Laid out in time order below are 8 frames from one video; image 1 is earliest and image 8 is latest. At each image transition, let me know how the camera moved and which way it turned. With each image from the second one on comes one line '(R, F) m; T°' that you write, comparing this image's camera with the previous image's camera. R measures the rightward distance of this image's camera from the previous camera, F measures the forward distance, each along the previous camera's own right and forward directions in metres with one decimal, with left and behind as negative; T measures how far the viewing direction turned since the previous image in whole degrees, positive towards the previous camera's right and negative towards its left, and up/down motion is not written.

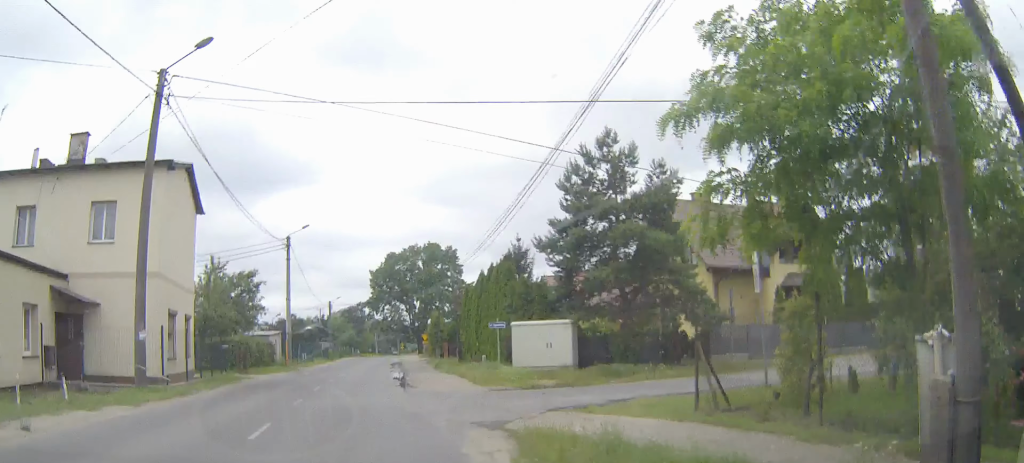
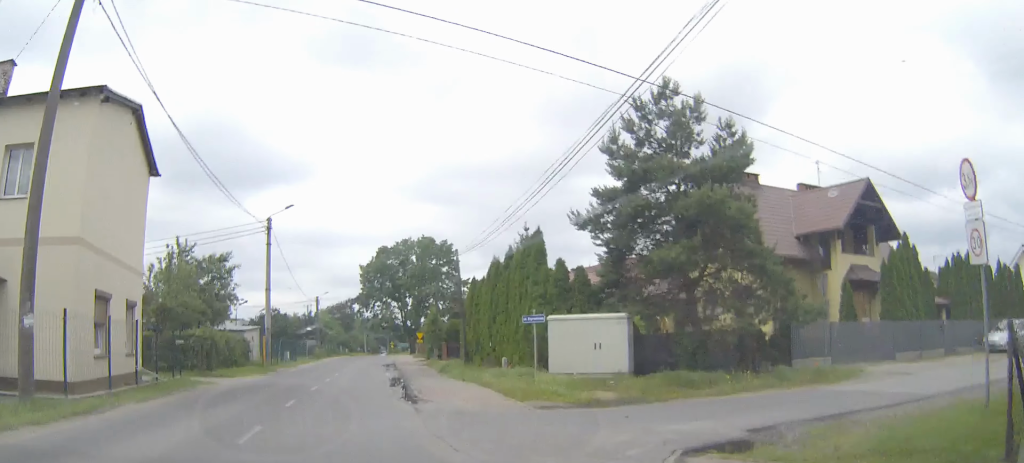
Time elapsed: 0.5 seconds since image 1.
(0.0, +6.5) m; +1°
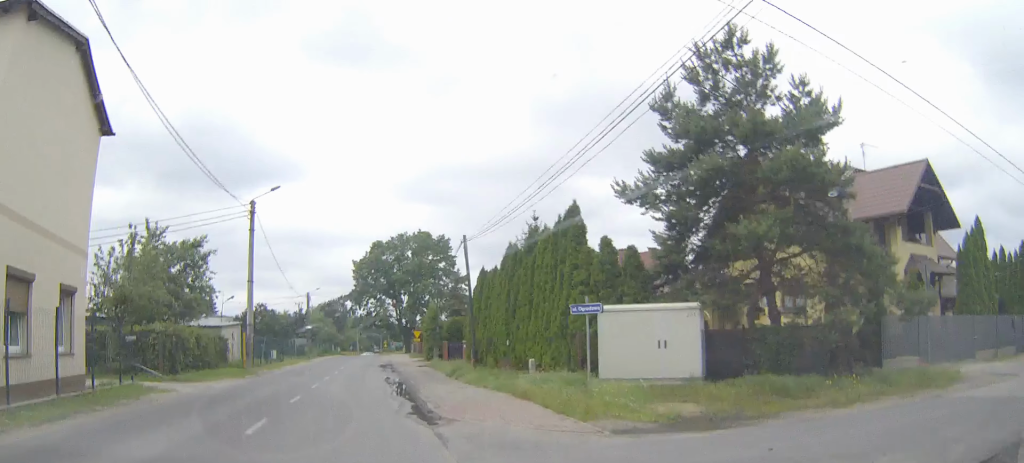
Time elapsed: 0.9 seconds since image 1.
(+0.1, +5.1) m; +1°
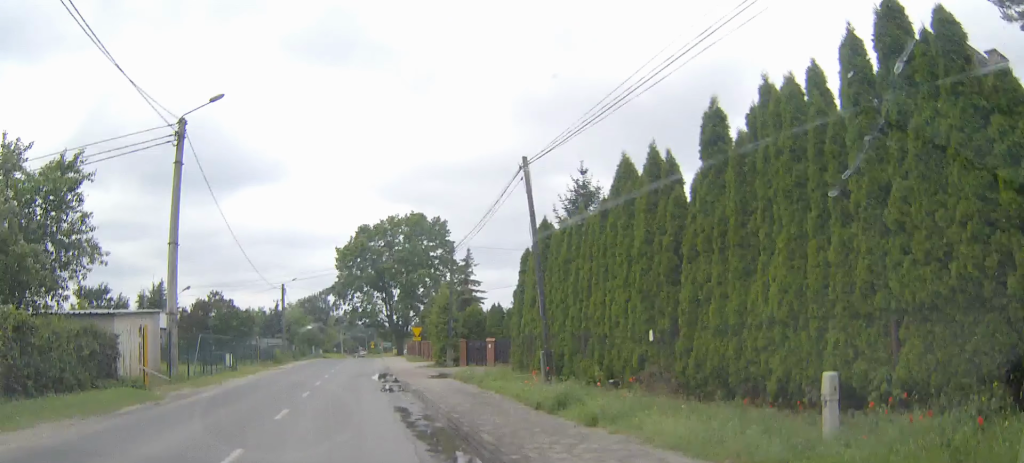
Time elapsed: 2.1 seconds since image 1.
(+0.2, +14.9) m; +2°
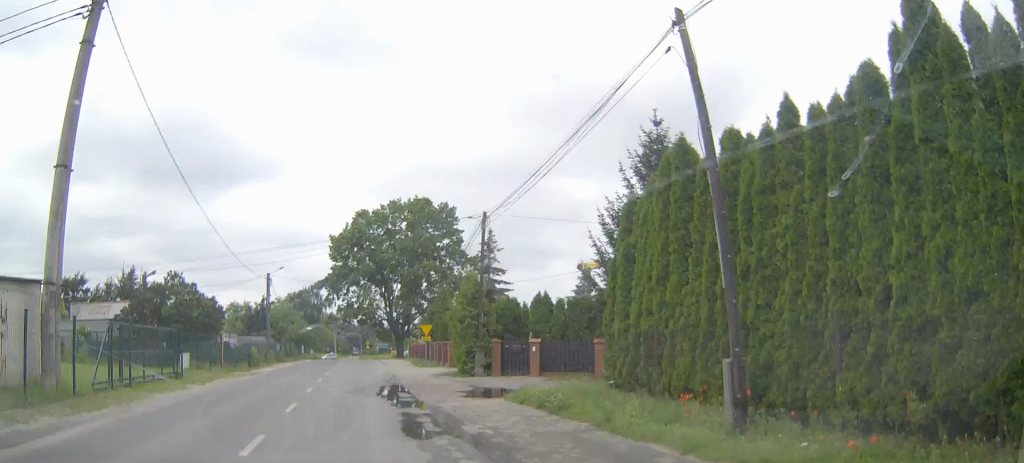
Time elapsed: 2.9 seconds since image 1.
(+0.1, +10.4) m; +1°
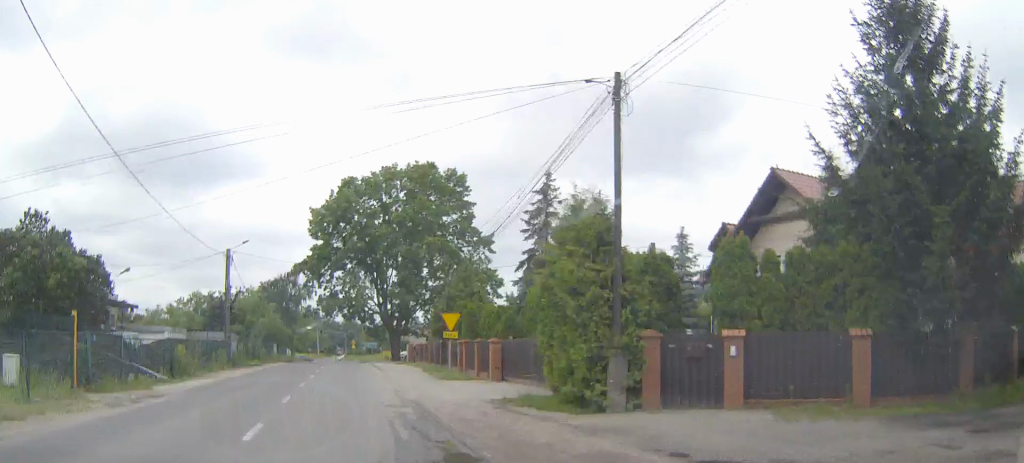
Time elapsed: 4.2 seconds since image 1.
(+0.2, +16.9) m; +1°
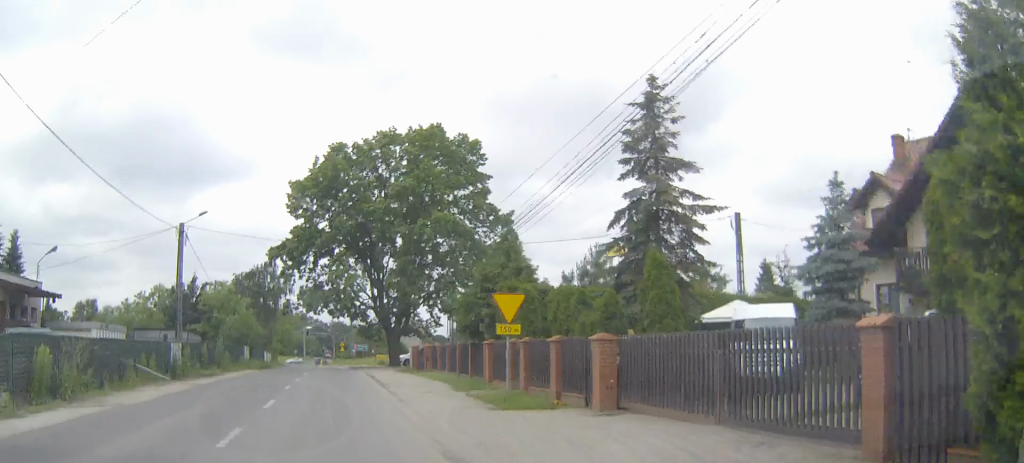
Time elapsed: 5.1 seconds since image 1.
(+0.1, +12.5) m; +1°
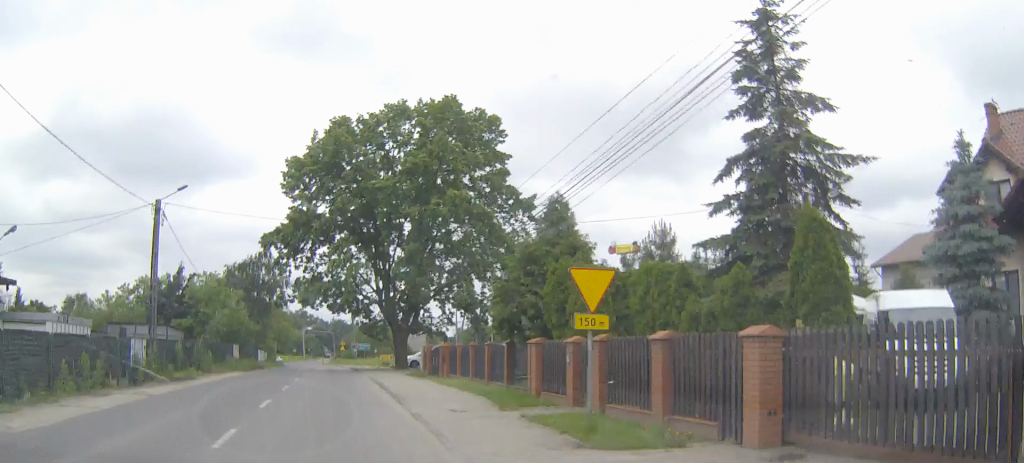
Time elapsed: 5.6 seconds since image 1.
(0.0, +6.2) m; 0°
